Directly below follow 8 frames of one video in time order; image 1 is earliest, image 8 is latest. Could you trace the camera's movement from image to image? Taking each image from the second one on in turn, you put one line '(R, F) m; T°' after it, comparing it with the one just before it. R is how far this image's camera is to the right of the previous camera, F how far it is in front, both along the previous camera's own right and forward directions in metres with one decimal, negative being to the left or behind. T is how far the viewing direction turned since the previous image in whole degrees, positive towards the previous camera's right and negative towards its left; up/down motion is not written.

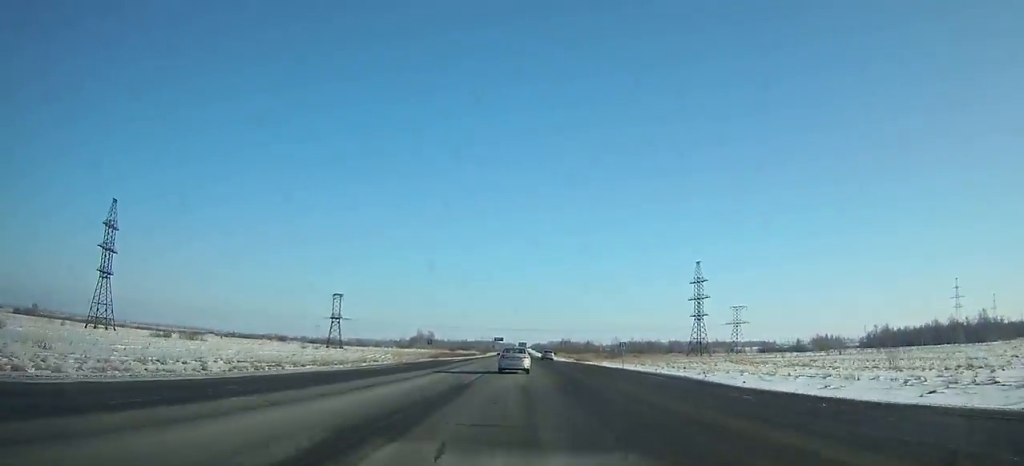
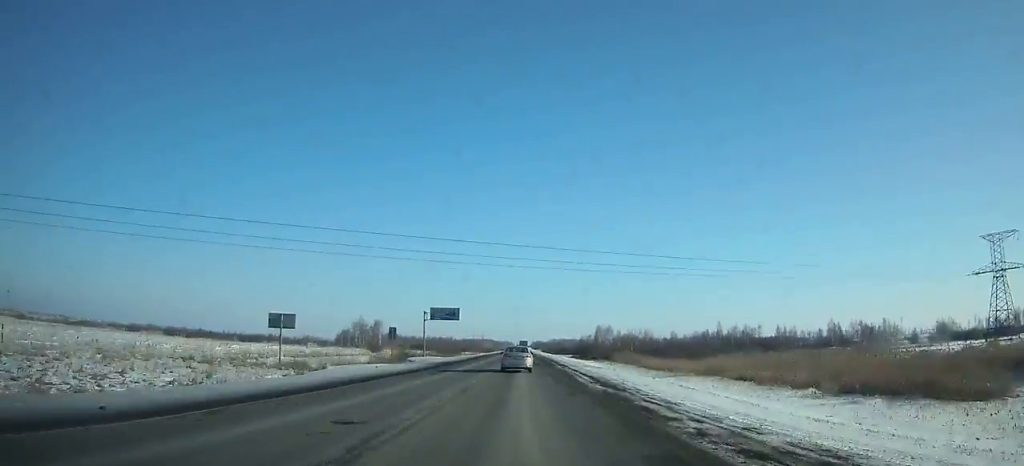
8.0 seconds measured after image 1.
(+1.1, +177.4) m; +1°
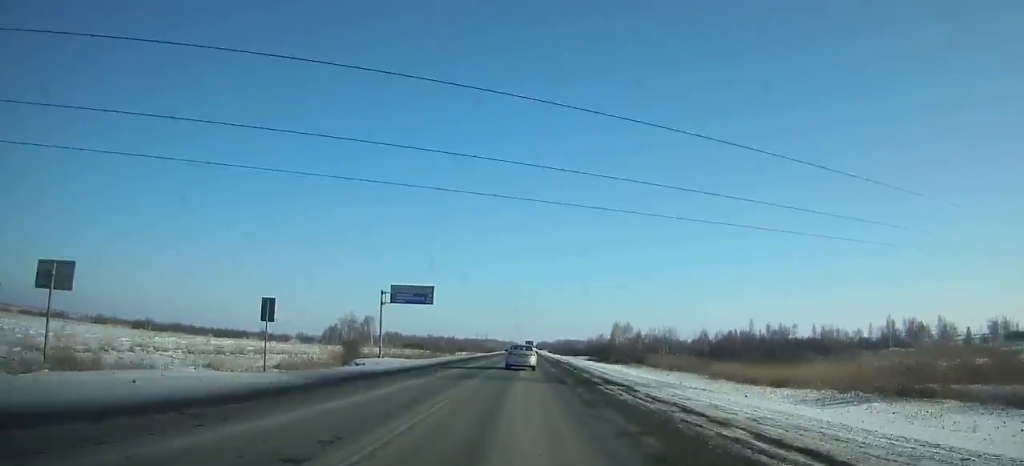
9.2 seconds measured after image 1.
(-0.1, +27.0) m; 0°
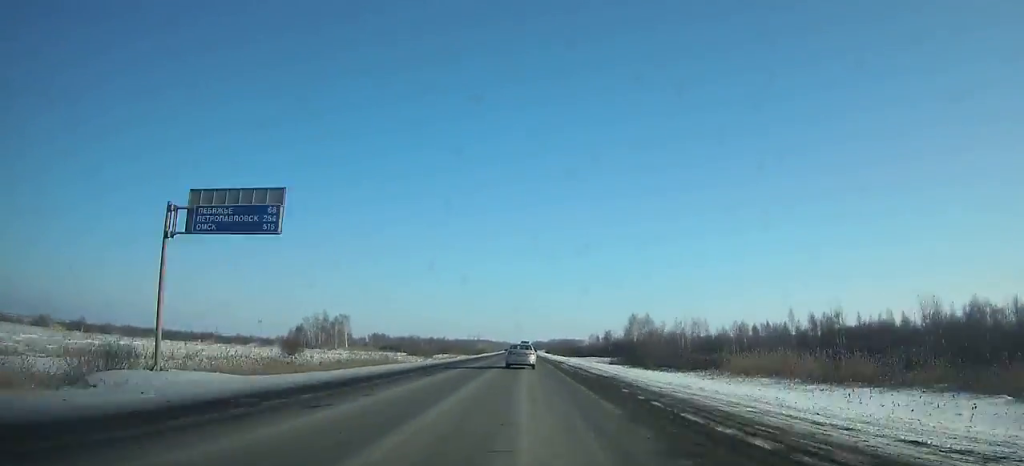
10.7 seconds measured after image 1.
(+0.1, +34.0) m; 0°
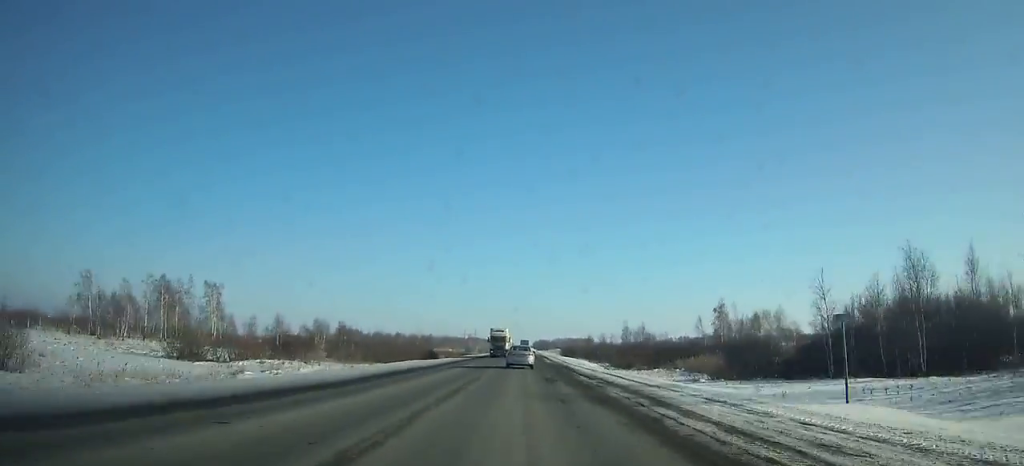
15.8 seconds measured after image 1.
(+0.2, +116.6) m; 0°
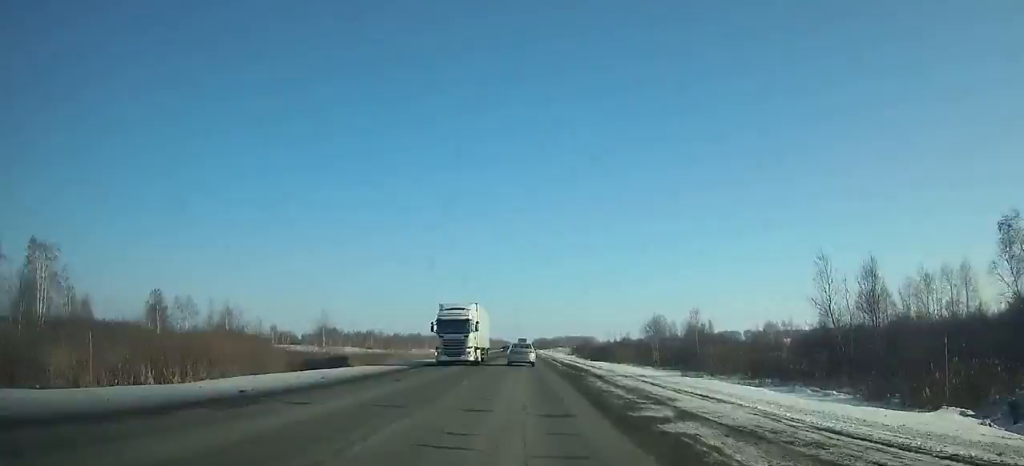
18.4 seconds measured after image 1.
(0.0, +60.4) m; 0°
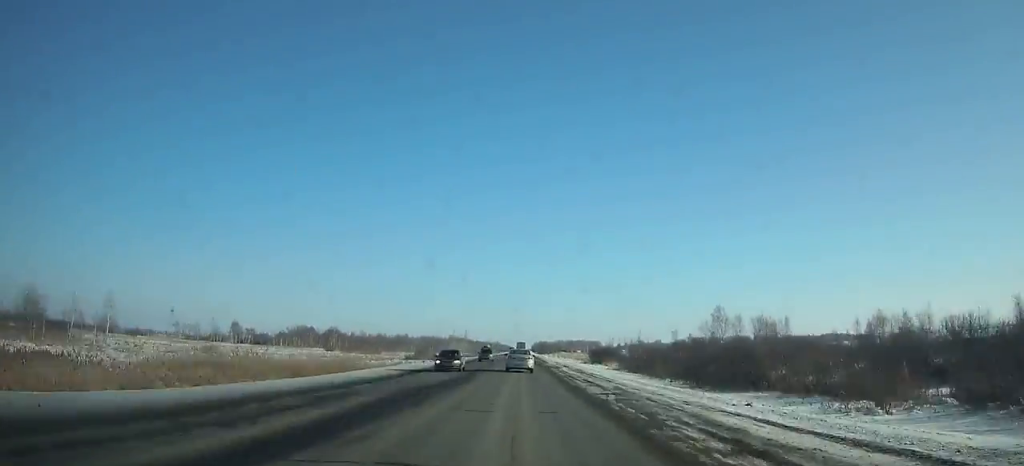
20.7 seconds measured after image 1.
(-0.1, +53.8) m; 0°
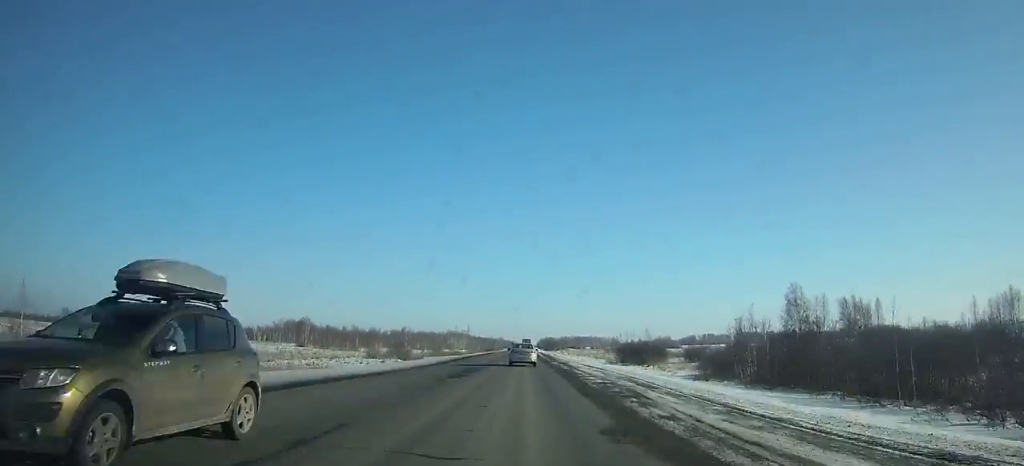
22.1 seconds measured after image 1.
(0.0, +32.9) m; 0°
